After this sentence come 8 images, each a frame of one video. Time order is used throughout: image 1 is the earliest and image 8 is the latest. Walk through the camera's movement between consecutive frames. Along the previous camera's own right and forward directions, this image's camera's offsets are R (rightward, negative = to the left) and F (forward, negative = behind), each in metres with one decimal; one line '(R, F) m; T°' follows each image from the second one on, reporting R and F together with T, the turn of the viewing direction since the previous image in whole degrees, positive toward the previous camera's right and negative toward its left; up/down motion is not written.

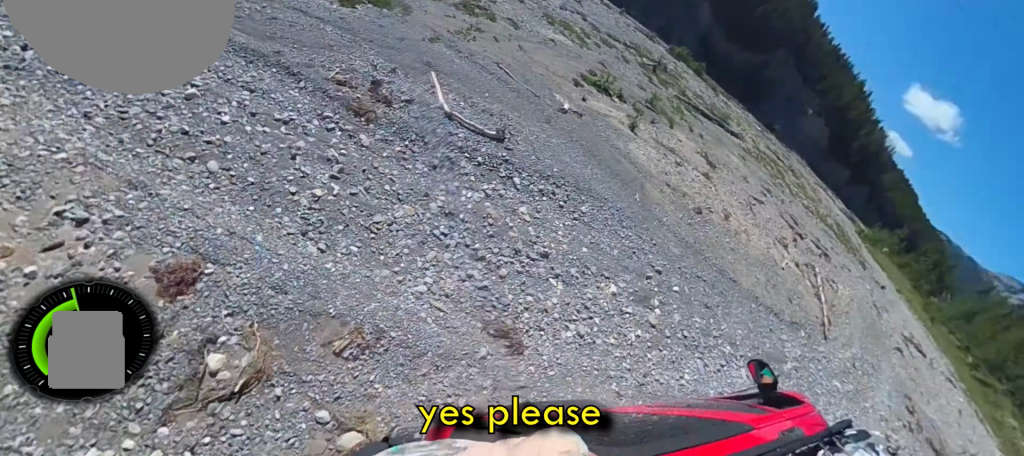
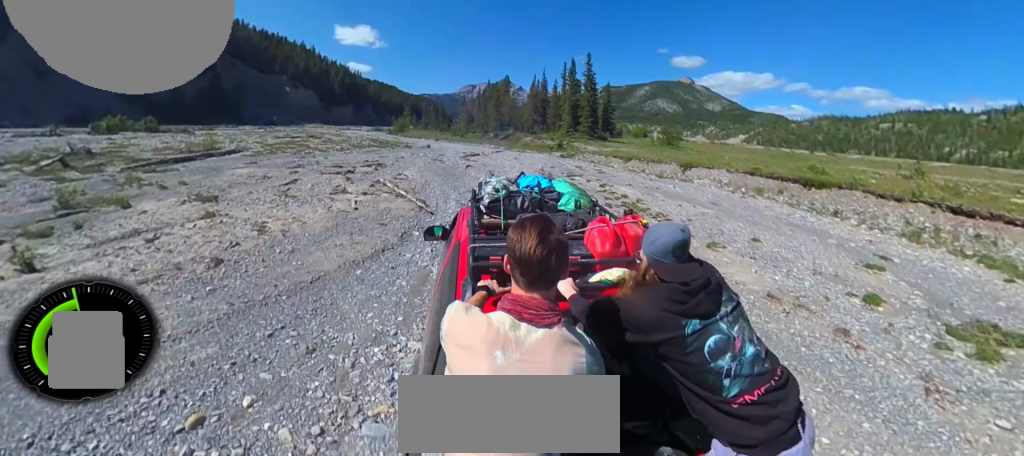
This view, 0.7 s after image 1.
(-0.4, +2.7) m; -3°
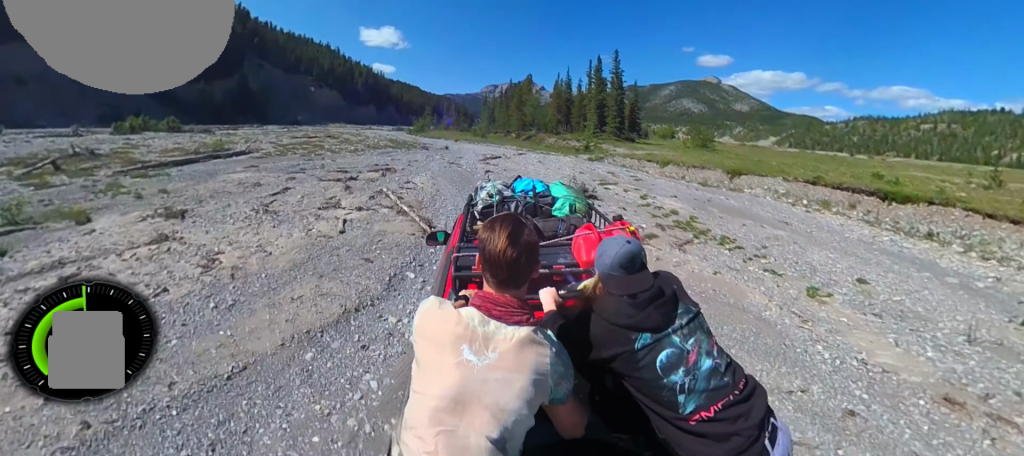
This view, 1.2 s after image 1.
(-0.2, +2.1) m; -2°
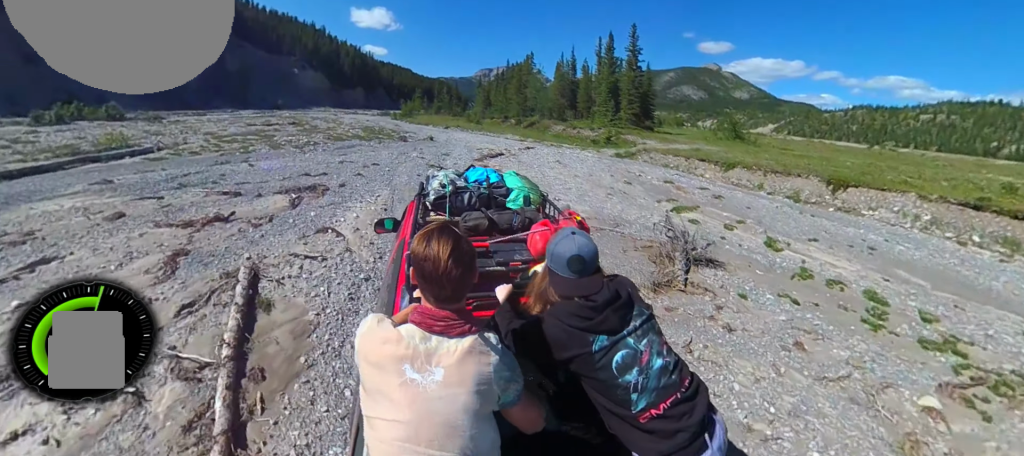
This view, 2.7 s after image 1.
(0.0, +6.8) m; -4°
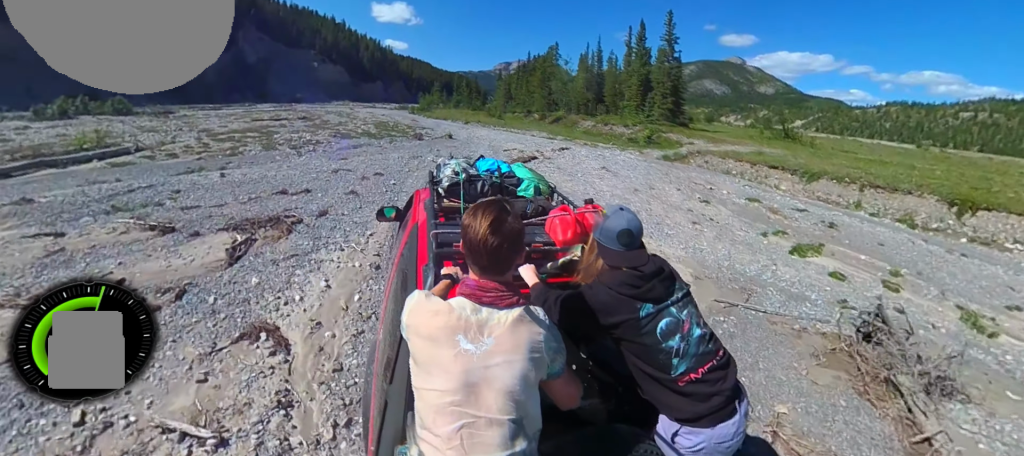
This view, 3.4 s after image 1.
(-0.1, +3.3) m; 0°
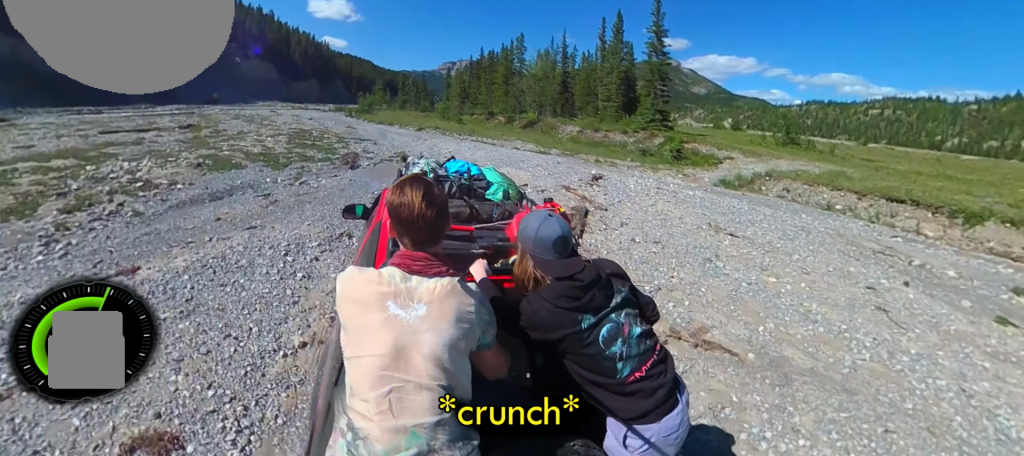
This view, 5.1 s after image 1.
(+0.7, +7.8) m; +3°
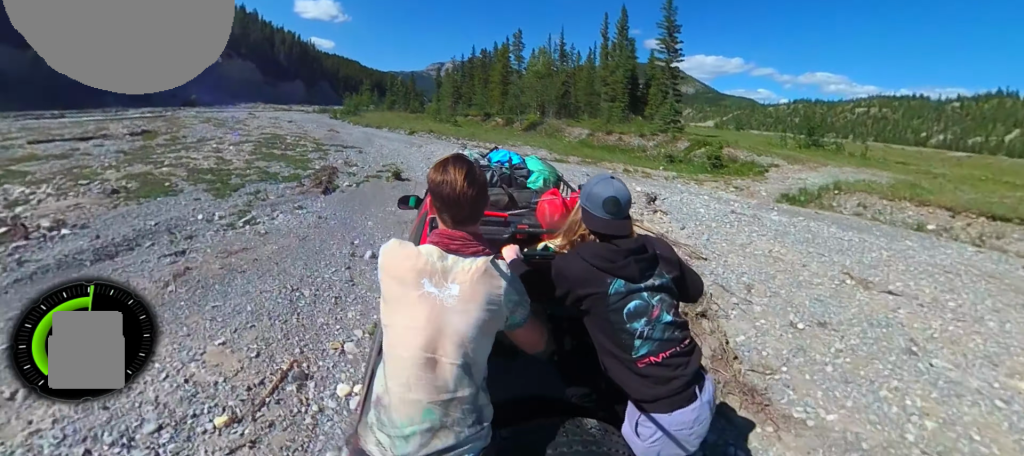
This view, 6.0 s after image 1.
(-0.3, +3.5) m; -7°
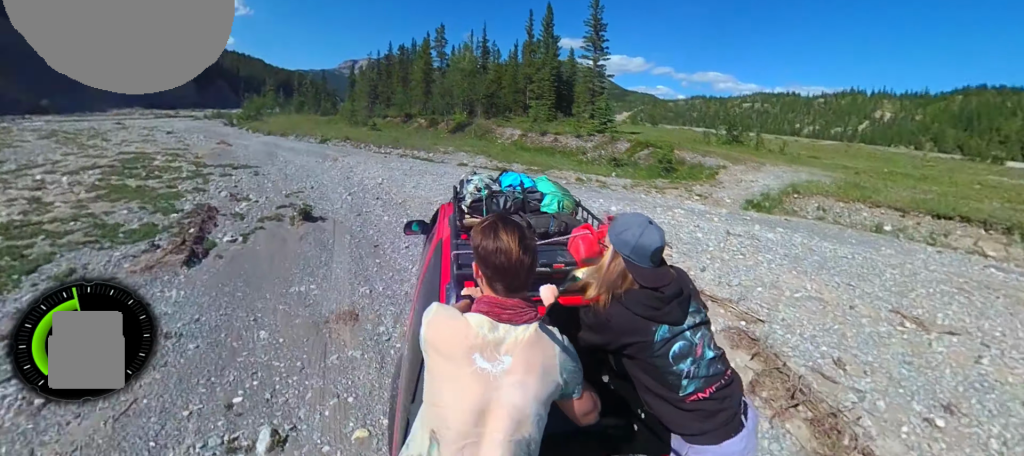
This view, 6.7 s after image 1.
(-0.1, +2.5) m; +13°
